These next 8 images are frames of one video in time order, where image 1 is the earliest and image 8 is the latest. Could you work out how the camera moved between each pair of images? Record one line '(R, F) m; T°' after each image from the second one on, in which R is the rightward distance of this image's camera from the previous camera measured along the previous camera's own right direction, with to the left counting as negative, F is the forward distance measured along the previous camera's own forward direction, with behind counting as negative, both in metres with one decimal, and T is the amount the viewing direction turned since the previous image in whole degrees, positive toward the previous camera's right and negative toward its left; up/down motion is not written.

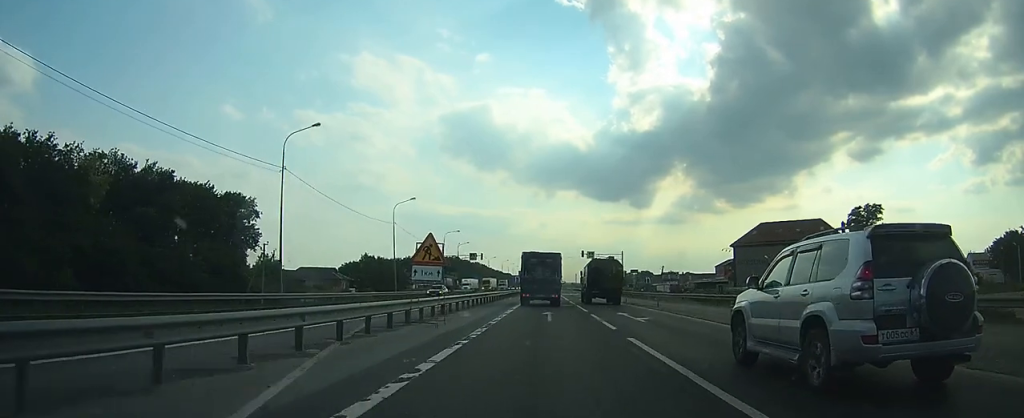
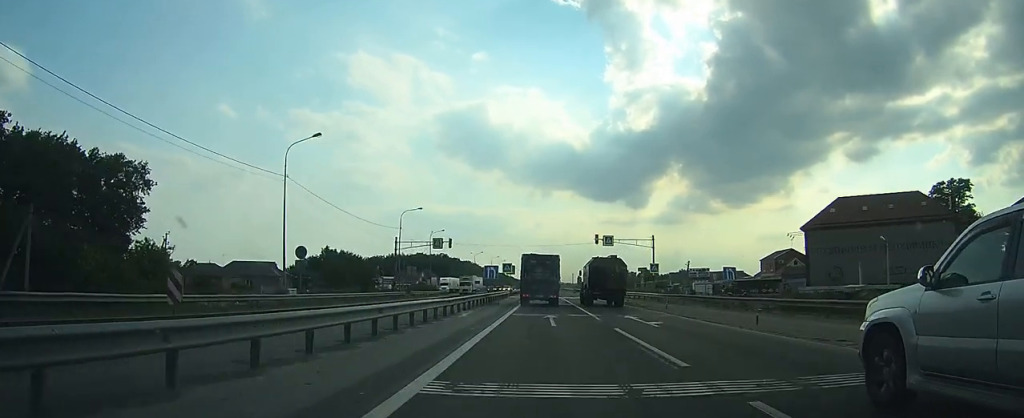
(+0.4, +32.7) m; +1°
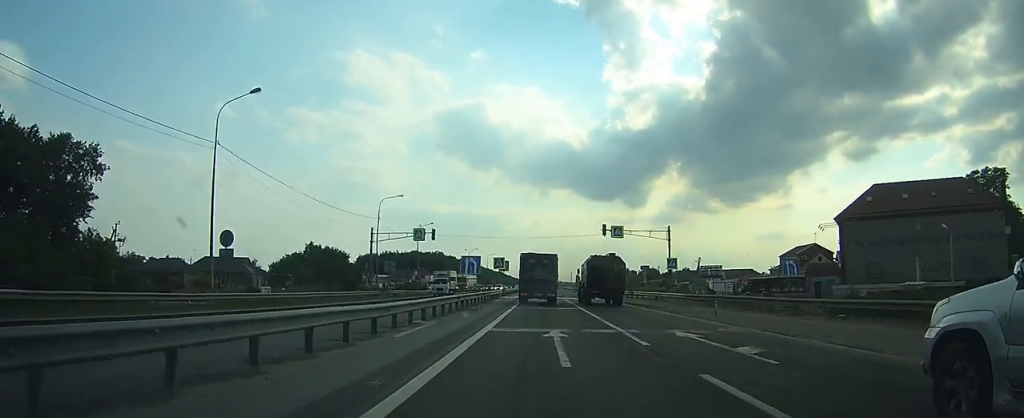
(0.0, +10.2) m; 0°
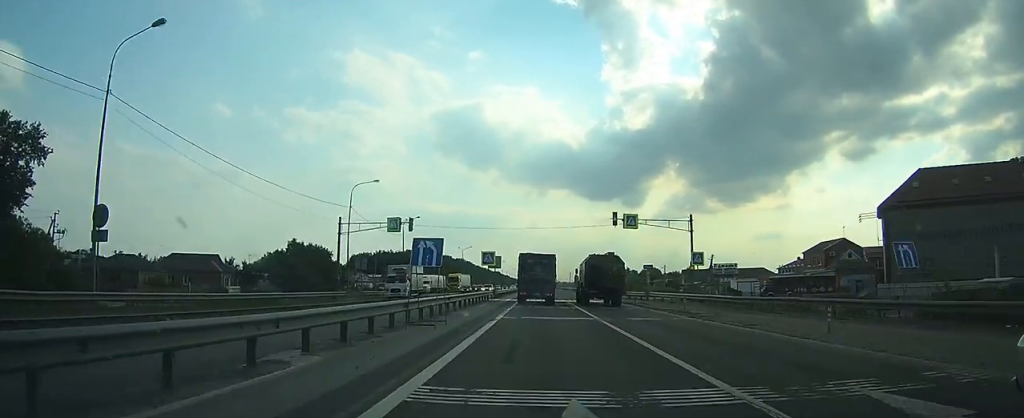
(0.0, +10.1) m; 0°
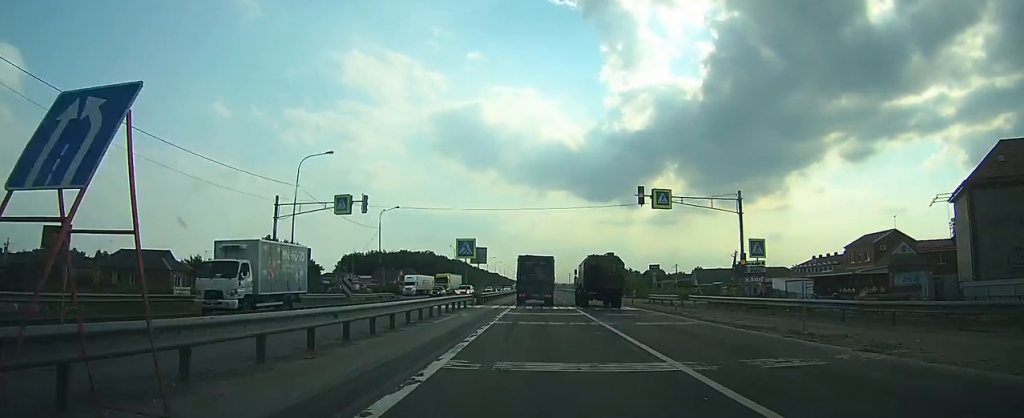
(0.0, +13.7) m; 0°
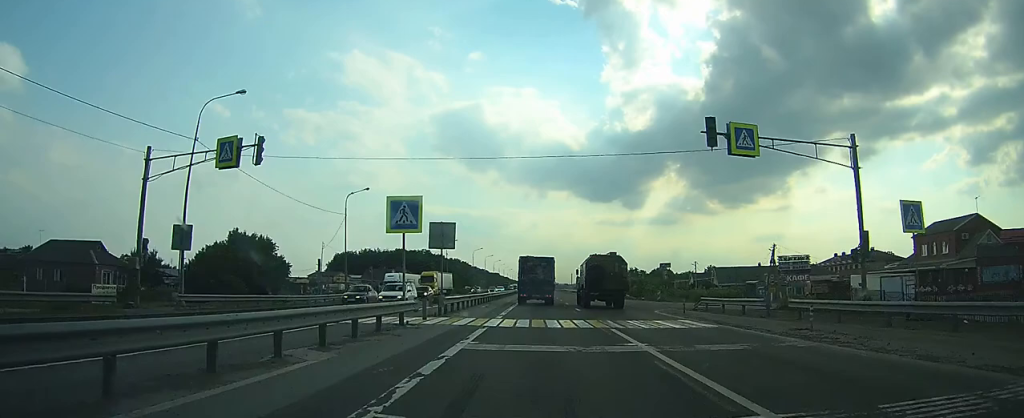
(0.0, +15.4) m; 0°
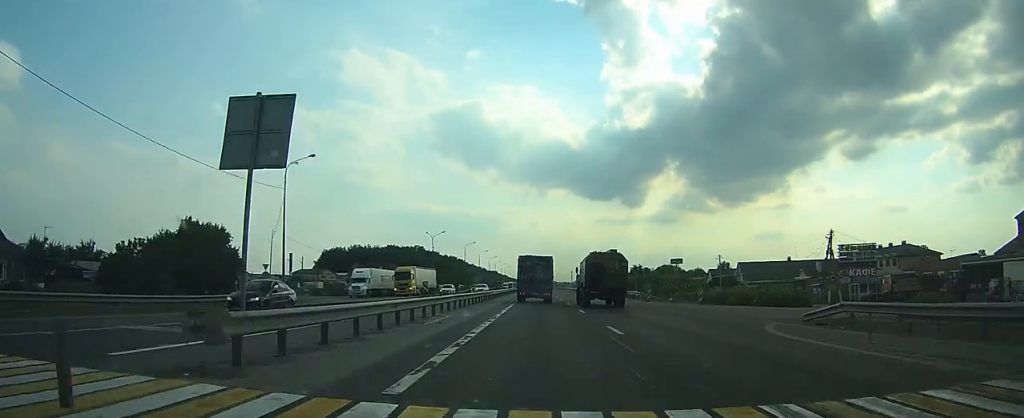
(0.0, +16.6) m; +1°
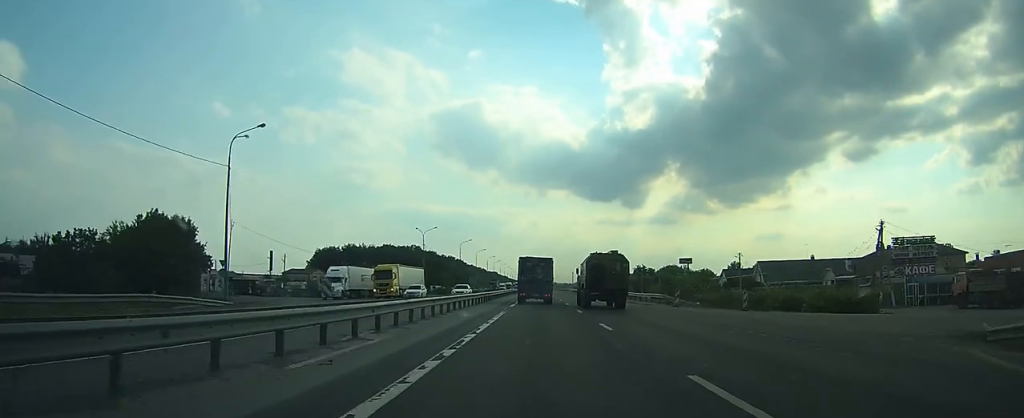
(+0.1, +10.1) m; 0°
